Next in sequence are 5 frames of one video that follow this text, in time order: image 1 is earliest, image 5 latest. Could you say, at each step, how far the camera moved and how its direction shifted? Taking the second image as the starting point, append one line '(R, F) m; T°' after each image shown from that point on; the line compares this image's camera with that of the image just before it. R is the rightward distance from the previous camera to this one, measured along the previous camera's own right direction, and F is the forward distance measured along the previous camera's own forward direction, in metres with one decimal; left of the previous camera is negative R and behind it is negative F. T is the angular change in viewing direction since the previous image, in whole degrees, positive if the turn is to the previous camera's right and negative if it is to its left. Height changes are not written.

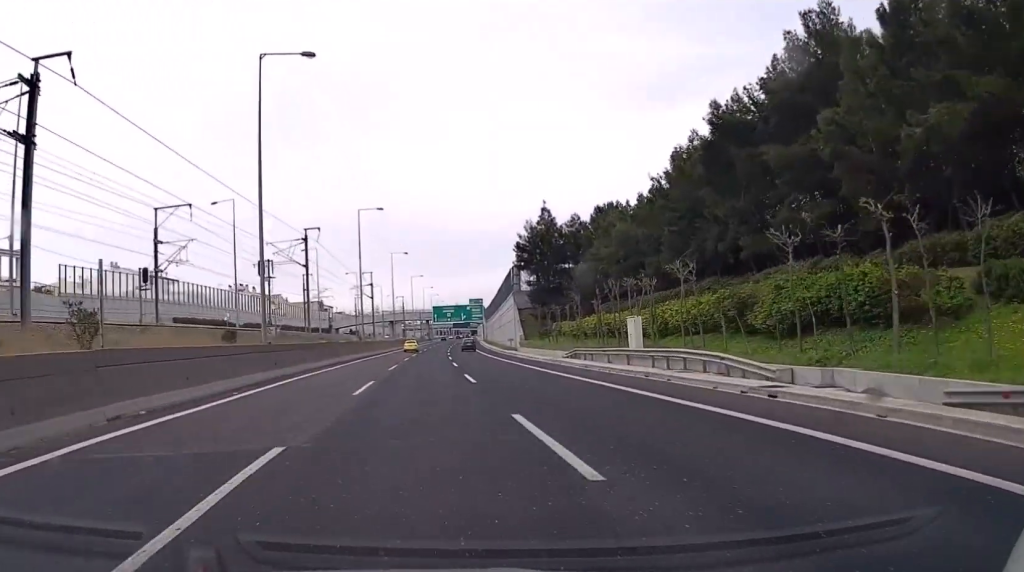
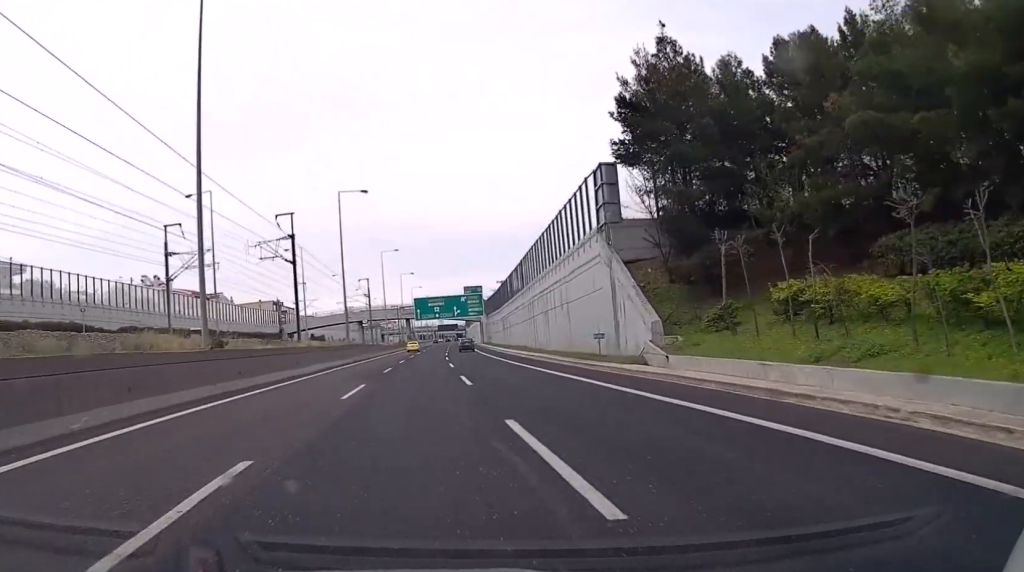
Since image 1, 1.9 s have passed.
(+0.4, +55.4) m; +1°
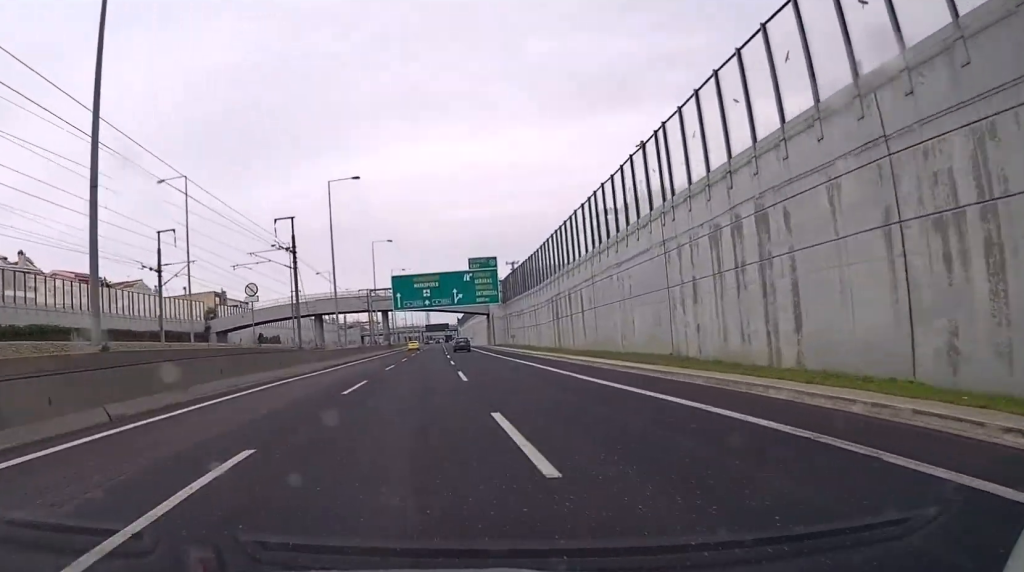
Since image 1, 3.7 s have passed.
(+0.7, +53.4) m; +1°
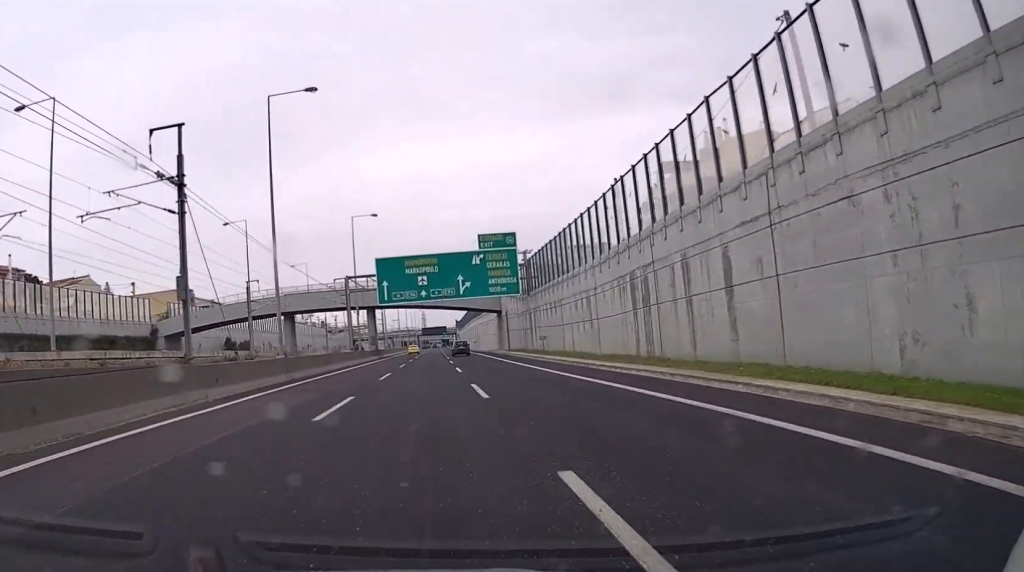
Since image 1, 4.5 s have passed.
(-0.2, +24.6) m; 0°
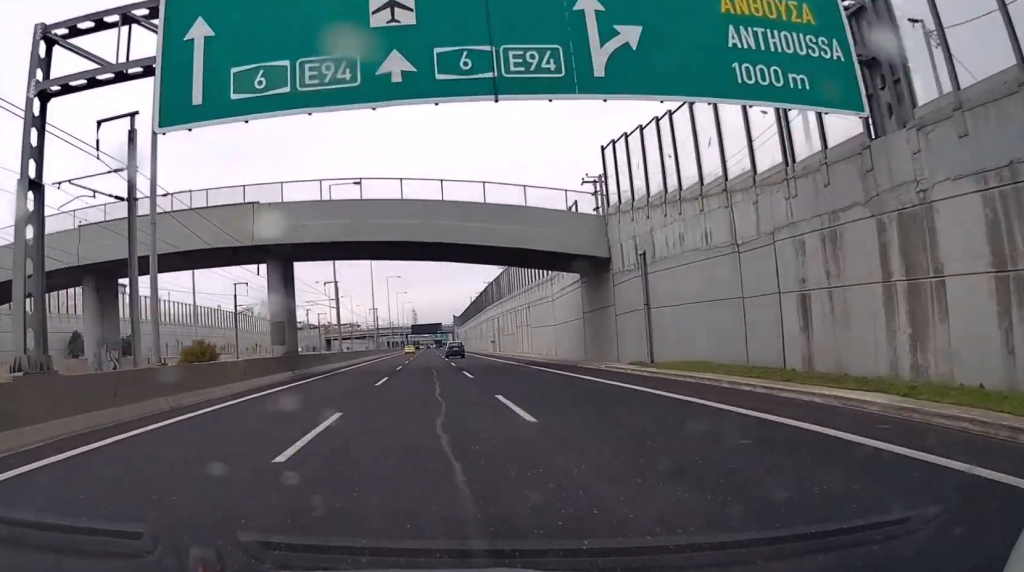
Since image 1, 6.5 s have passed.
(+1.4, +59.9) m; +3°
